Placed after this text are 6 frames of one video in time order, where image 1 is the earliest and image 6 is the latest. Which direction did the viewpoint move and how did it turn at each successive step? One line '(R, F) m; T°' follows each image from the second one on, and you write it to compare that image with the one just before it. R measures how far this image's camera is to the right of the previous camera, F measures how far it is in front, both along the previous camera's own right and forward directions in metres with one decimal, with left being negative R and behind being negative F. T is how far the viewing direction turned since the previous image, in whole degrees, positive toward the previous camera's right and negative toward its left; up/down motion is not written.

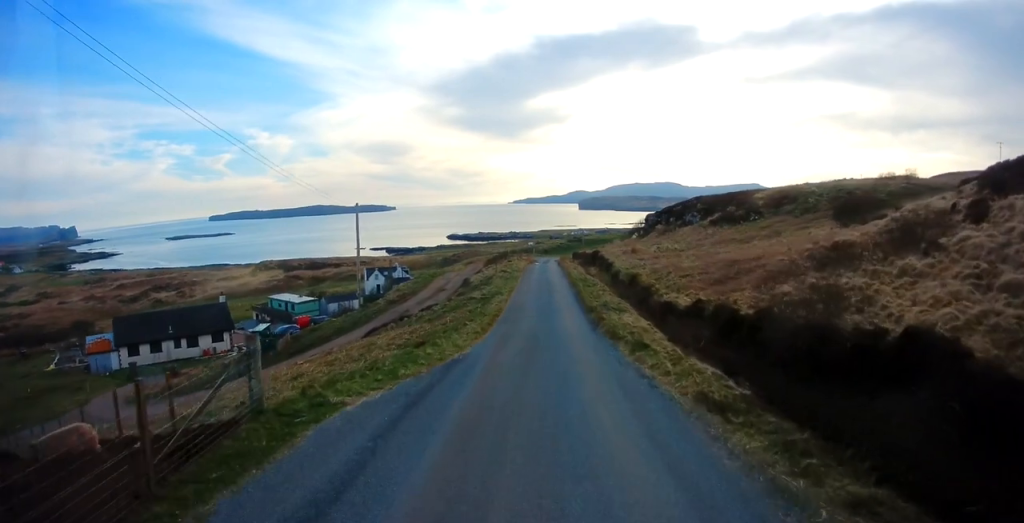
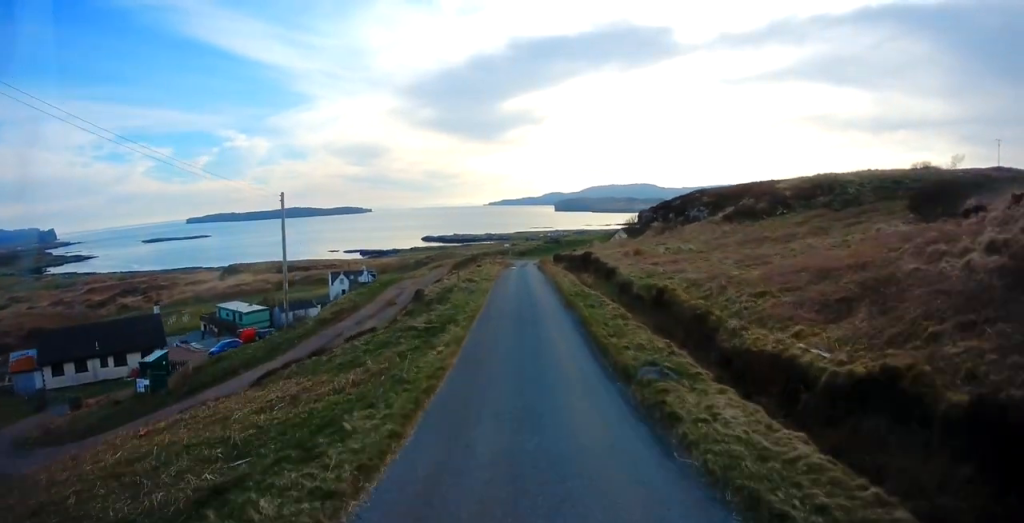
(-0.2, +9.0) m; +1°
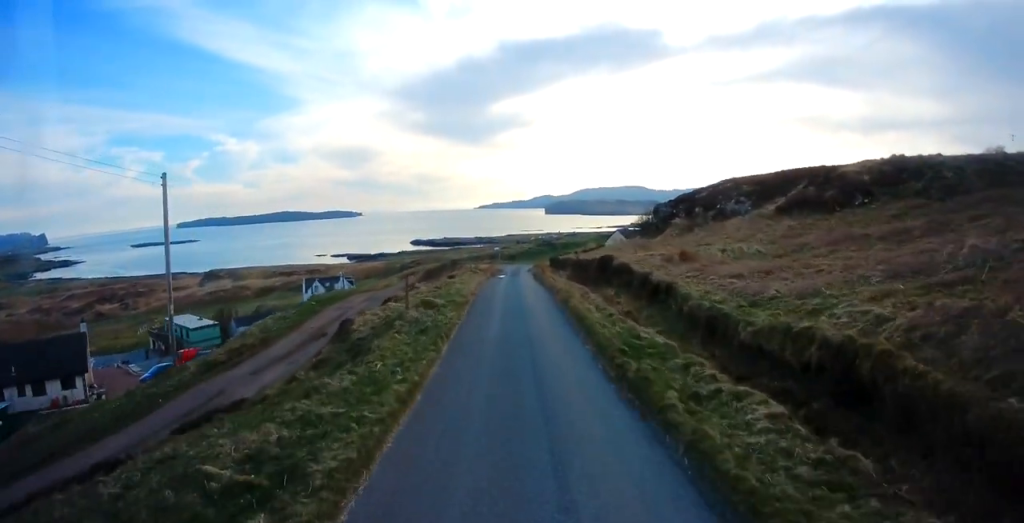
(+0.2, +10.8) m; +2°
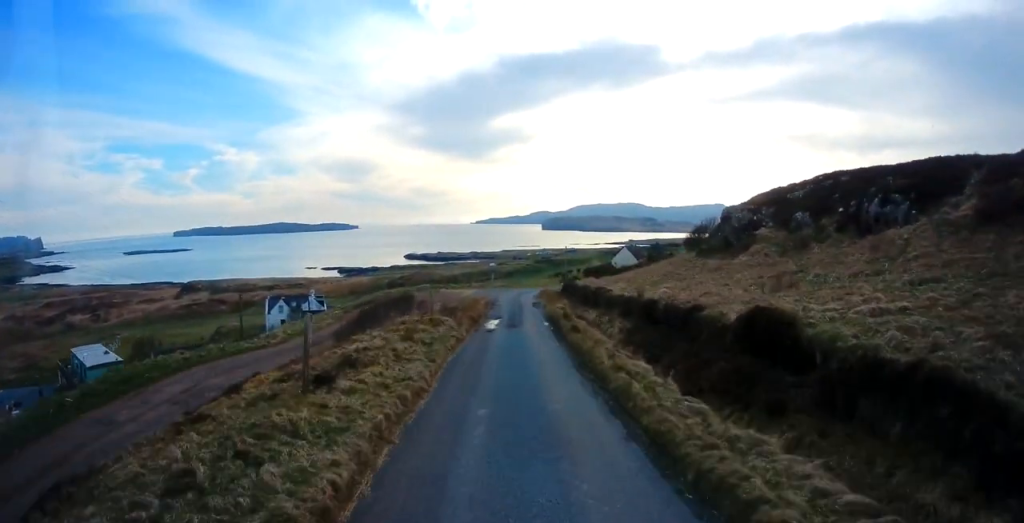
(+0.5, +16.7) m; +2°
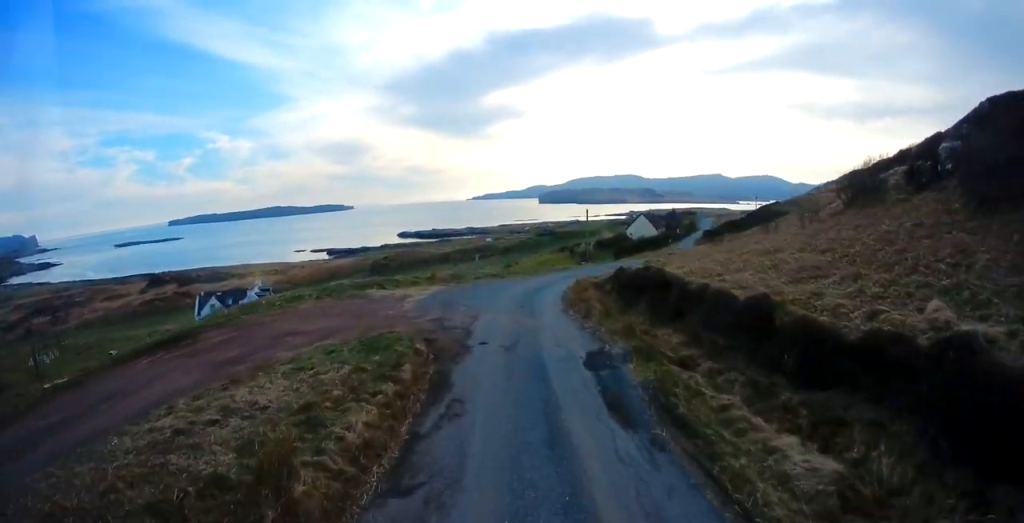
(-1.0, +24.8) m; -1°
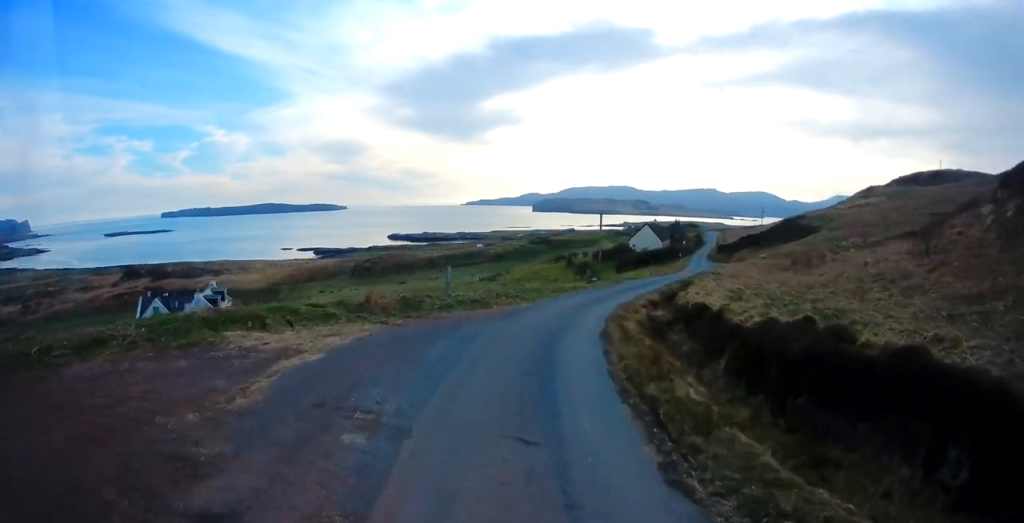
(+0.7, +12.1) m; +2°
